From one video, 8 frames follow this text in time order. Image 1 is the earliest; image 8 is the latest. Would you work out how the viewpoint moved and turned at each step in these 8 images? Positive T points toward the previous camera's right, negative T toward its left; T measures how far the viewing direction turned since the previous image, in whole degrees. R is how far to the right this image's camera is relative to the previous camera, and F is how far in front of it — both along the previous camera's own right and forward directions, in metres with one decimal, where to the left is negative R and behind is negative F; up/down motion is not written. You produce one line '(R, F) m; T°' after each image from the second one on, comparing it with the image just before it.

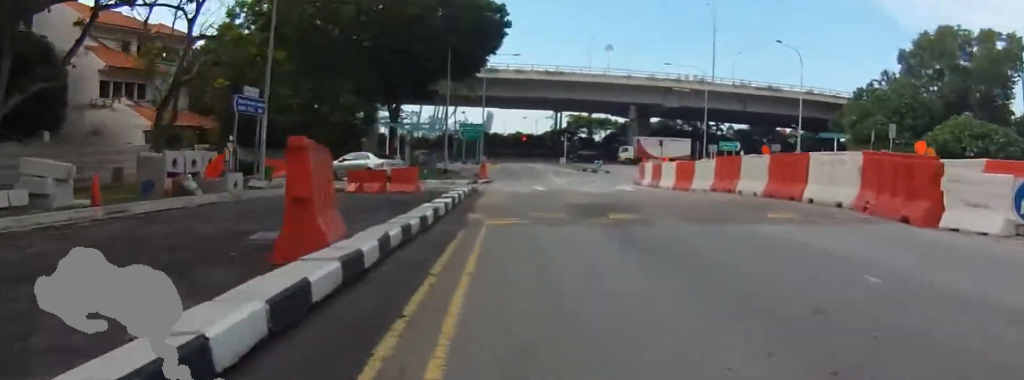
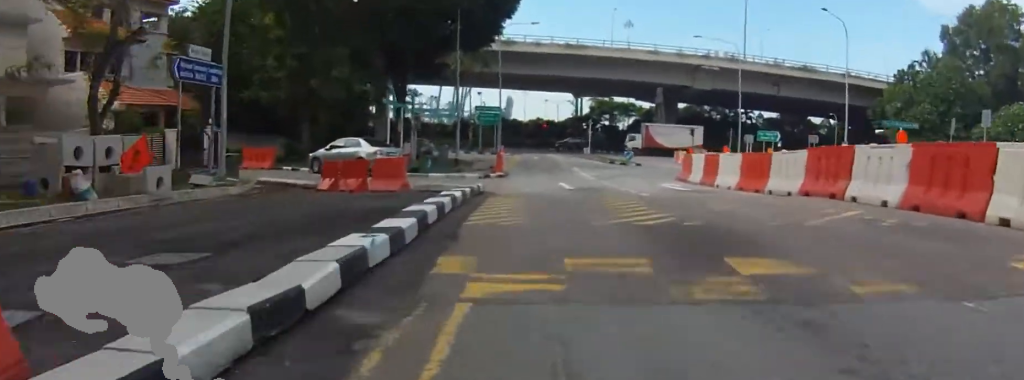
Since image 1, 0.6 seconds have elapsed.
(+0.1, +6.0) m; +2°
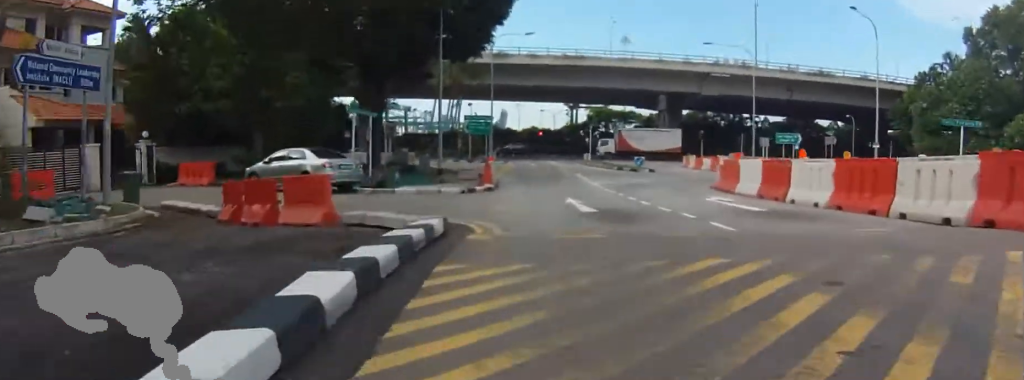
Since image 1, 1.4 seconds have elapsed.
(+0.4, +6.7) m; +1°
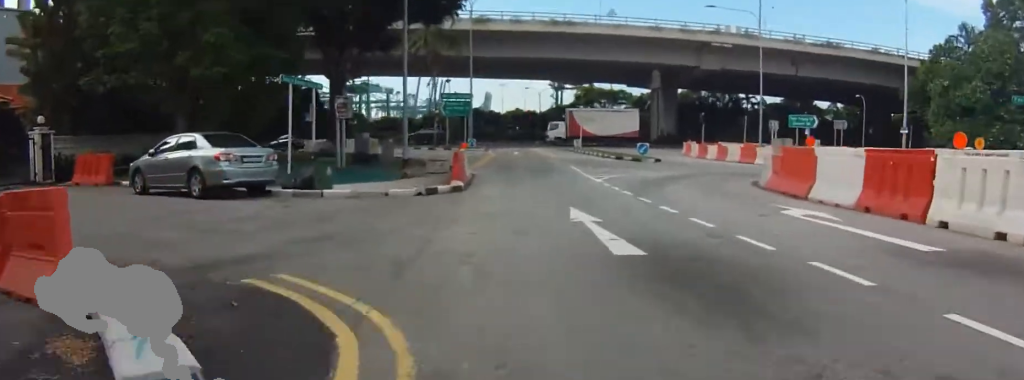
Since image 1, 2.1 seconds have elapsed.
(-0.3, +6.8) m; -2°
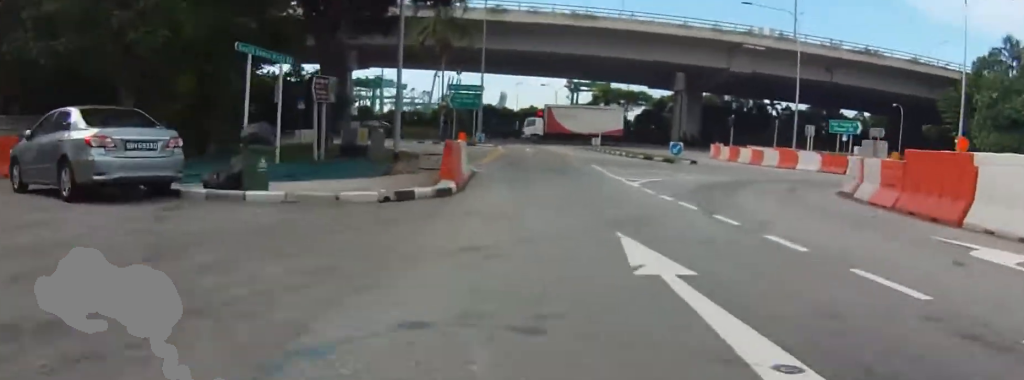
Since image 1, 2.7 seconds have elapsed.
(0.0, +5.1) m; -2°
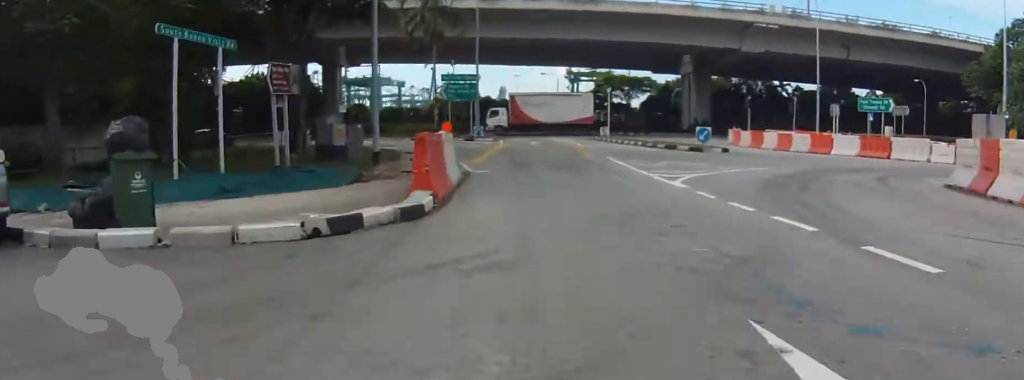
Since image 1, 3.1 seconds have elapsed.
(+0.1, +4.2) m; -1°
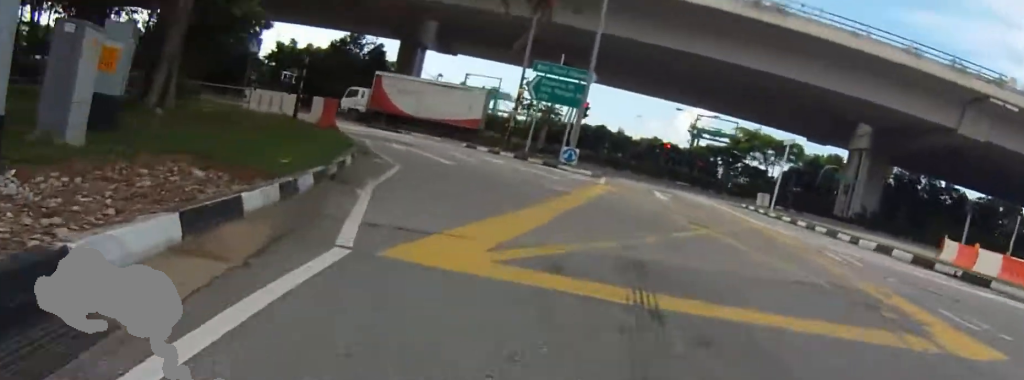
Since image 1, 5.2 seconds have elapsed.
(-1.0, +18.2) m; -1°
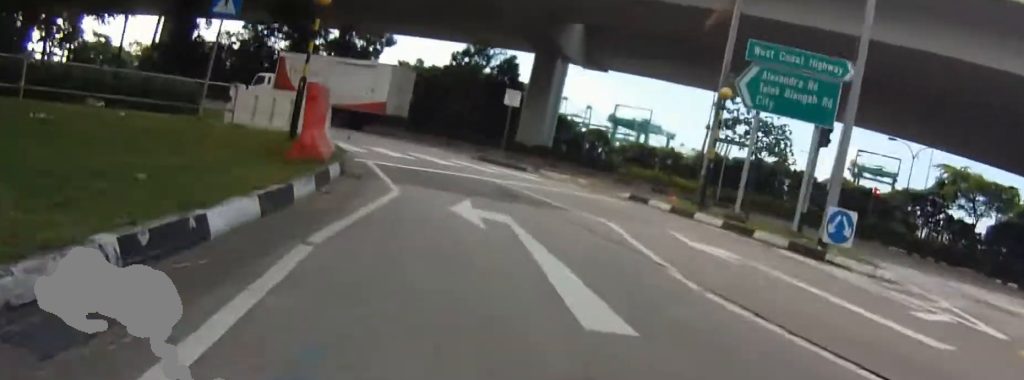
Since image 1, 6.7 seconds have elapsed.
(+0.7, +13.4) m; 0°
